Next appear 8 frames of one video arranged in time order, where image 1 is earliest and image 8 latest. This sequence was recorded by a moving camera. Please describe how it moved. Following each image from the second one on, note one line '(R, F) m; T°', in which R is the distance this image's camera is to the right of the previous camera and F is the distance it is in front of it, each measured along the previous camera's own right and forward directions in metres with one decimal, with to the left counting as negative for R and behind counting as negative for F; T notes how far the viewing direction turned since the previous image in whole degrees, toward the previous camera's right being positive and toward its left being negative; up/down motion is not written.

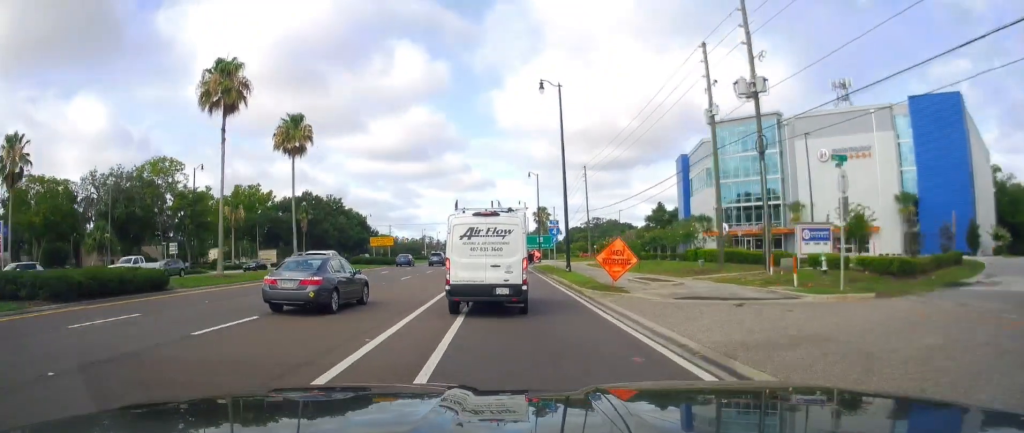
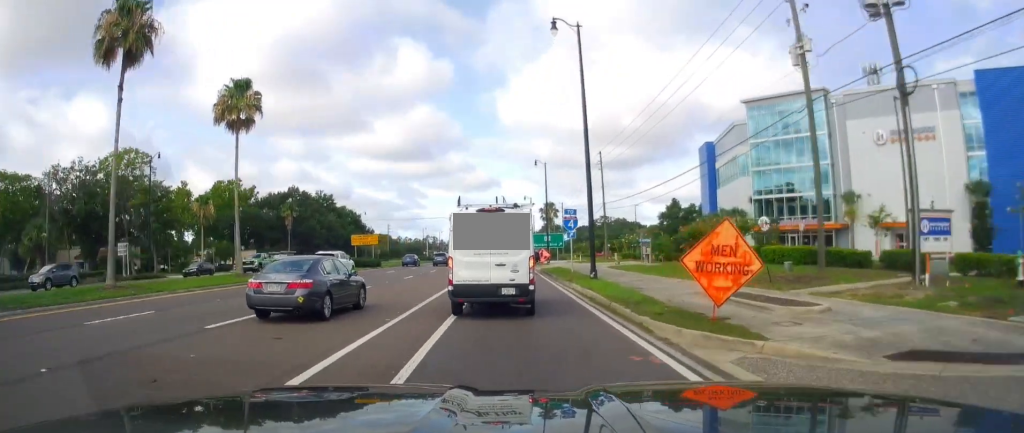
(+0.5, +11.6) m; +3°
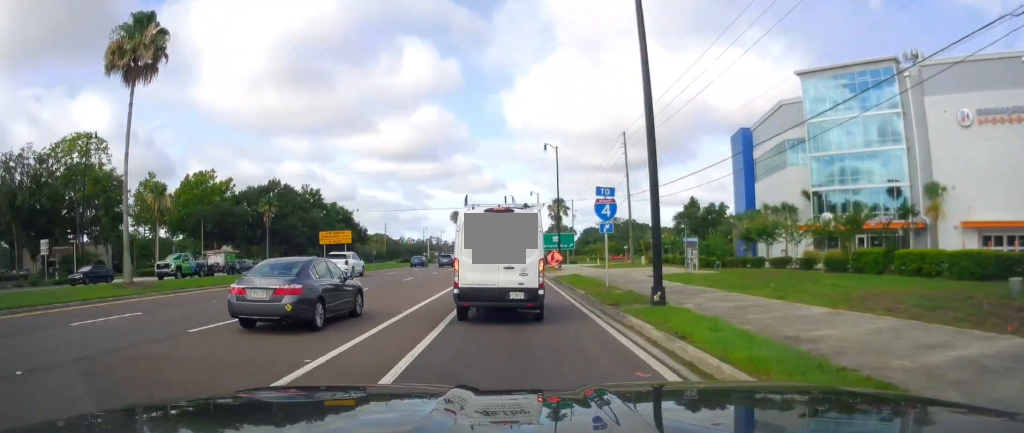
(+0.3, +14.1) m; 0°
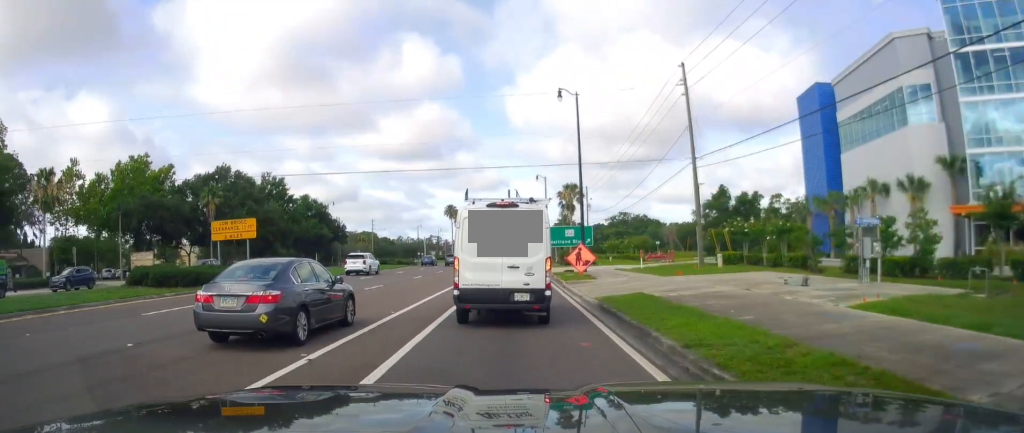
(-0.4, +22.6) m; -3°
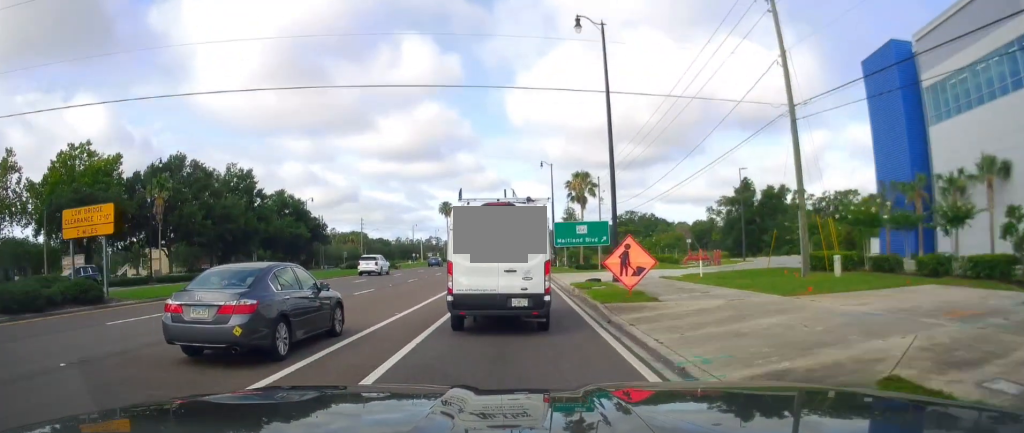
(-0.4, +15.7) m; -1°
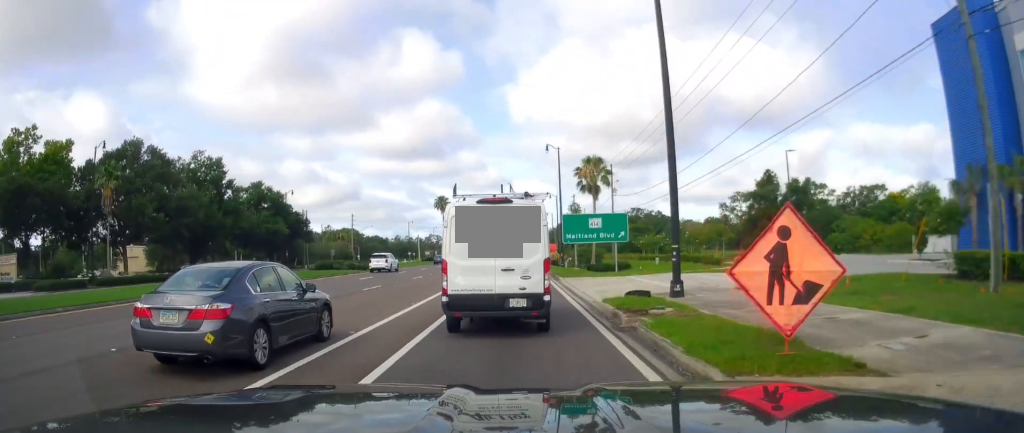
(-0.1, +11.0) m; 0°
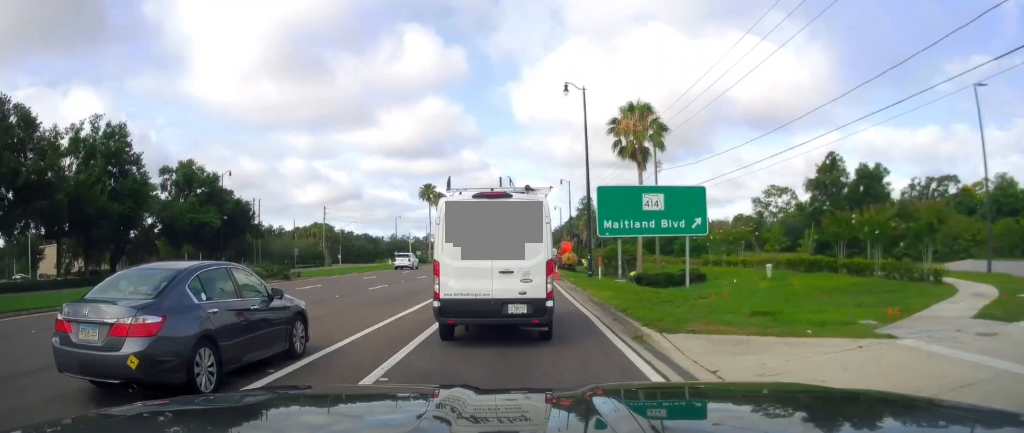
(+0.8, +24.9) m; +1°
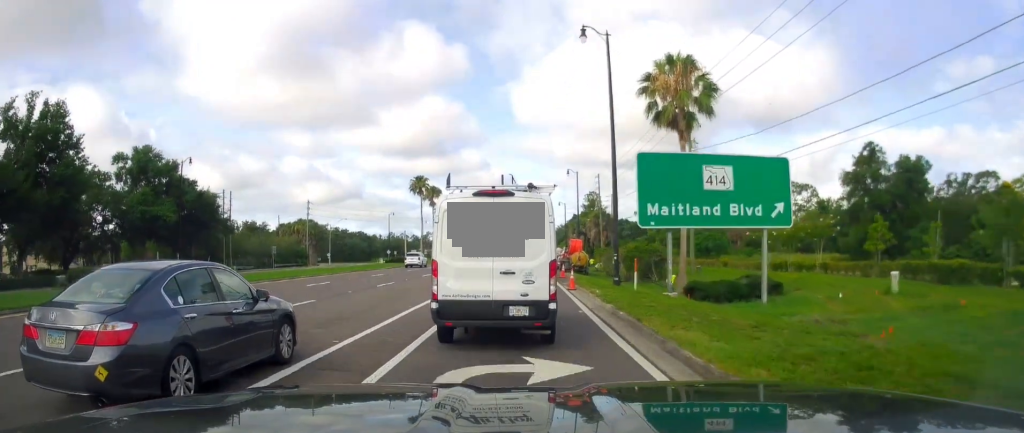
(0.0, +11.4) m; -1°
